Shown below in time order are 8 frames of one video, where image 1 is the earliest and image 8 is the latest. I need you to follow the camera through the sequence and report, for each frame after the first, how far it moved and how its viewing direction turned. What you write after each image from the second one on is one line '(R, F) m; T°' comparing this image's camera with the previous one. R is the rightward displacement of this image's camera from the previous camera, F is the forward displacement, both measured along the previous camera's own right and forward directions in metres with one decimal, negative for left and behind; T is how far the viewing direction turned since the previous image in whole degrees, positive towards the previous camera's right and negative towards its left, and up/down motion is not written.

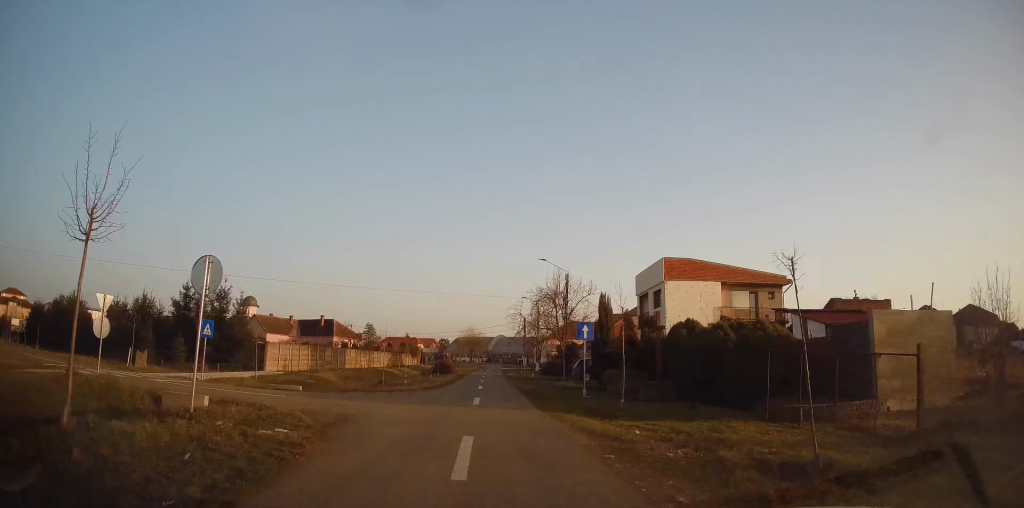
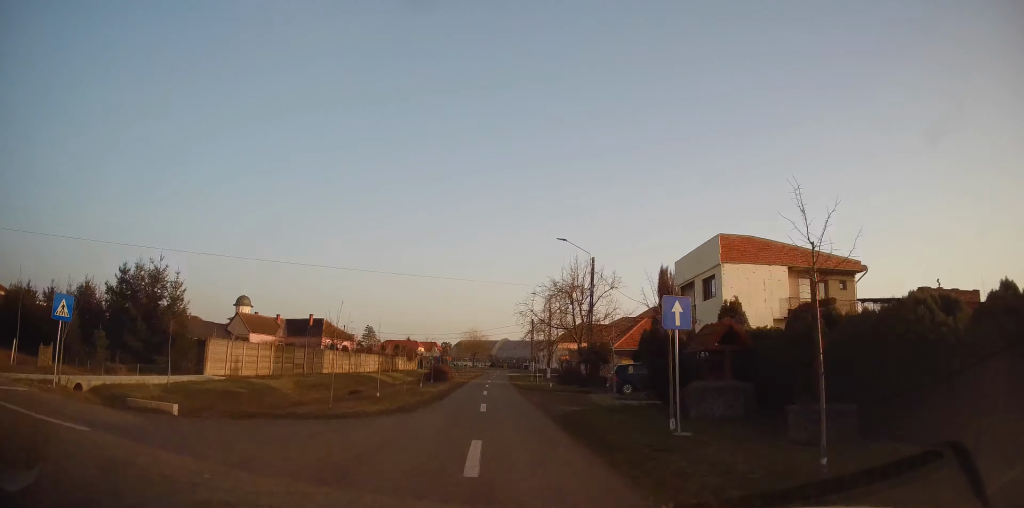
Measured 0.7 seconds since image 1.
(-0.3, +8.8) m; -1°
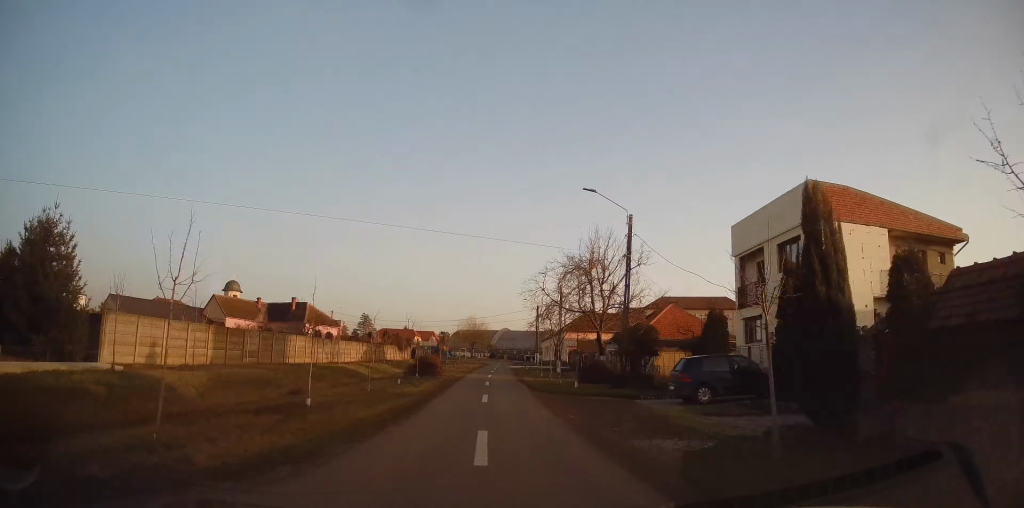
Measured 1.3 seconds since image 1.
(-0.2, +8.9) m; 0°
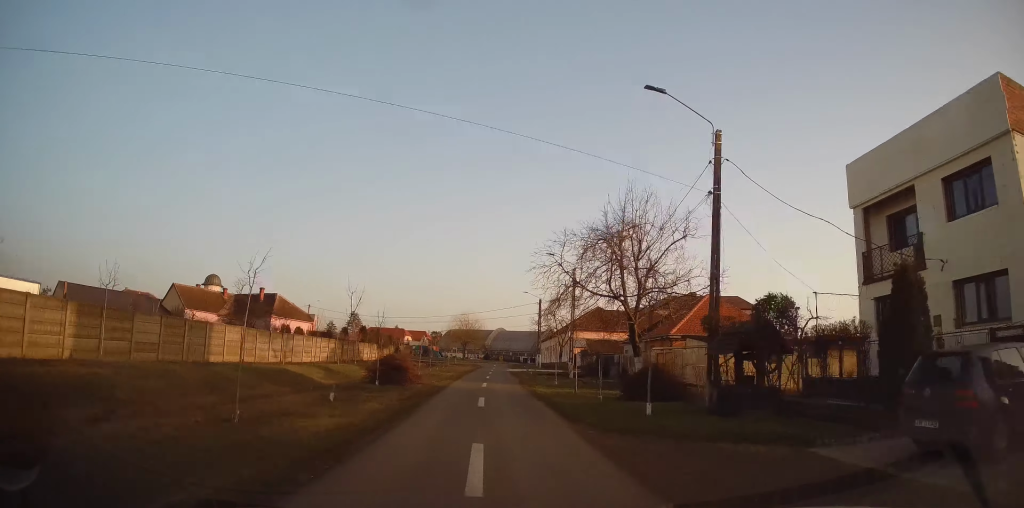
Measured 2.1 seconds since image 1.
(+0.2, +10.6) m; +2°
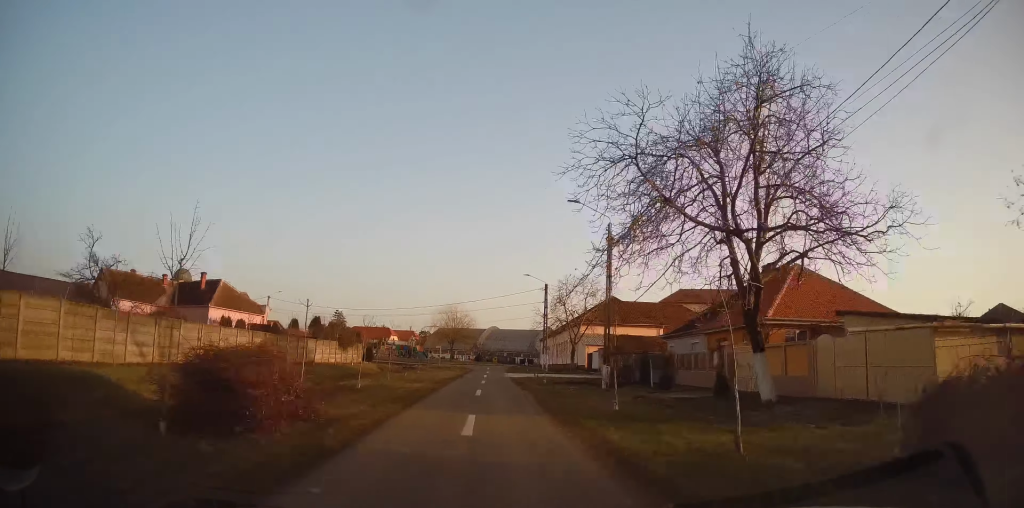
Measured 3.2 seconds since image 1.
(+0.4, +14.5) m; +1°
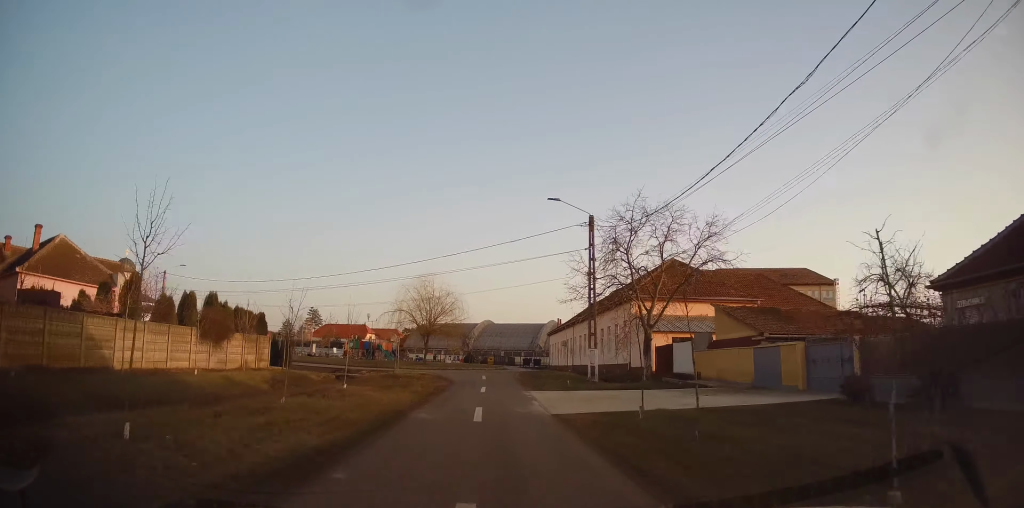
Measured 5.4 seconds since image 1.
(-0.6, +26.5) m; -1°
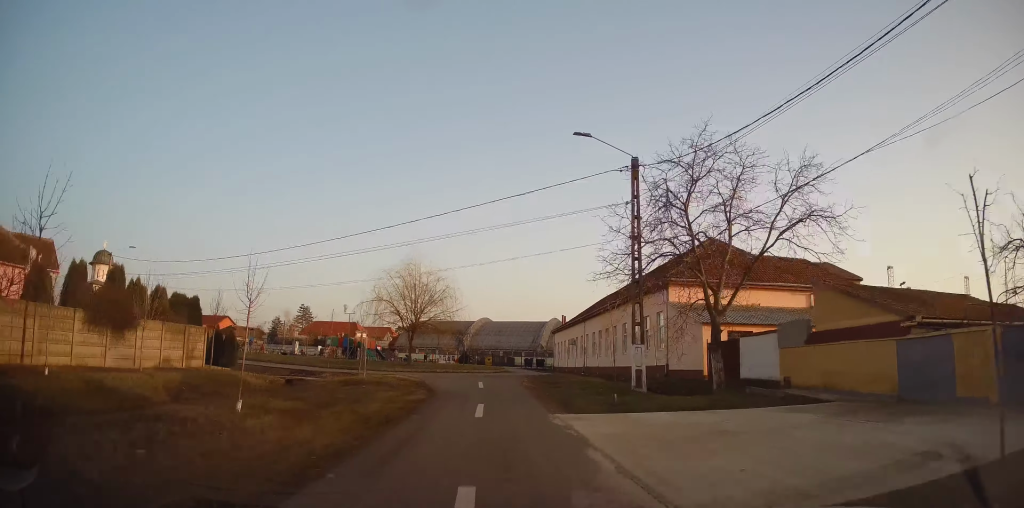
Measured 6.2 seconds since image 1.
(+0.2, +9.2) m; +1°
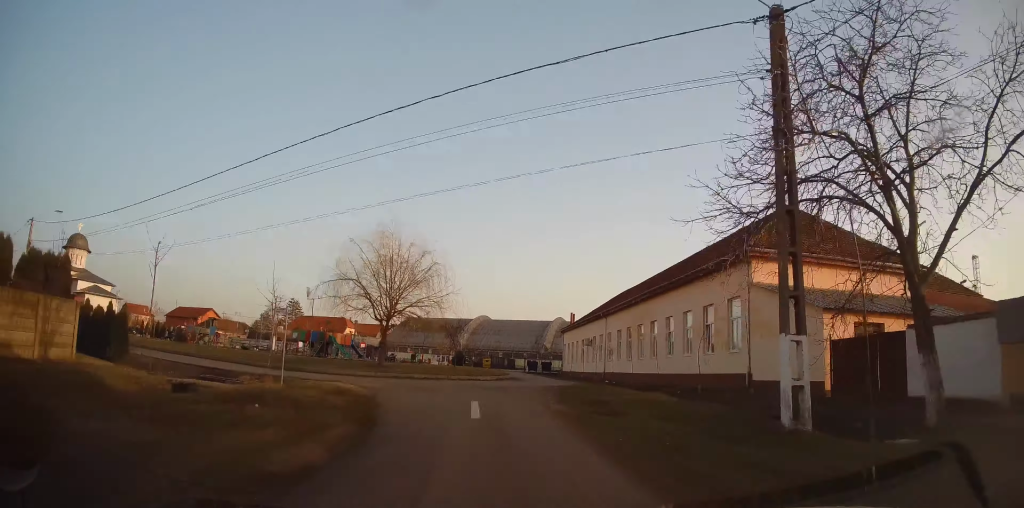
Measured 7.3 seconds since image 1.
(0.0, +10.8) m; 0°
